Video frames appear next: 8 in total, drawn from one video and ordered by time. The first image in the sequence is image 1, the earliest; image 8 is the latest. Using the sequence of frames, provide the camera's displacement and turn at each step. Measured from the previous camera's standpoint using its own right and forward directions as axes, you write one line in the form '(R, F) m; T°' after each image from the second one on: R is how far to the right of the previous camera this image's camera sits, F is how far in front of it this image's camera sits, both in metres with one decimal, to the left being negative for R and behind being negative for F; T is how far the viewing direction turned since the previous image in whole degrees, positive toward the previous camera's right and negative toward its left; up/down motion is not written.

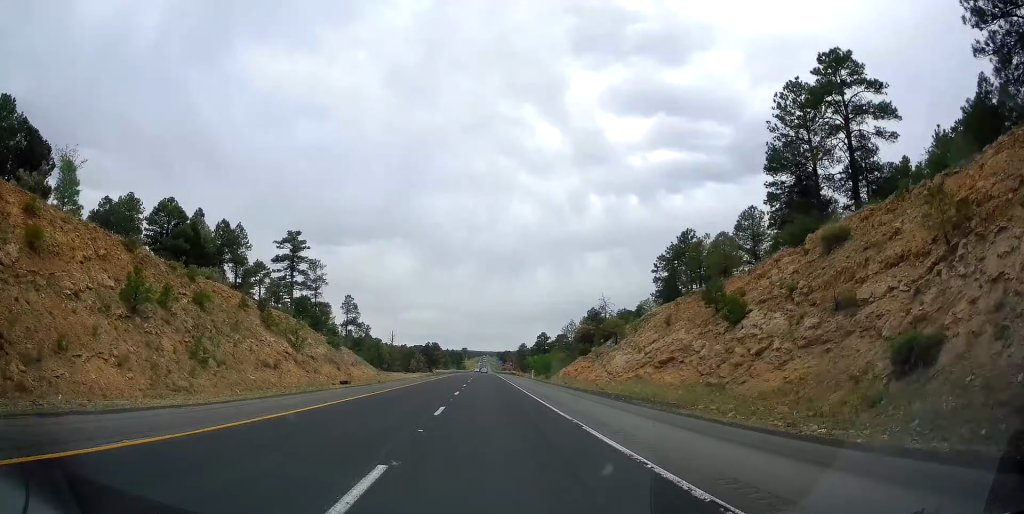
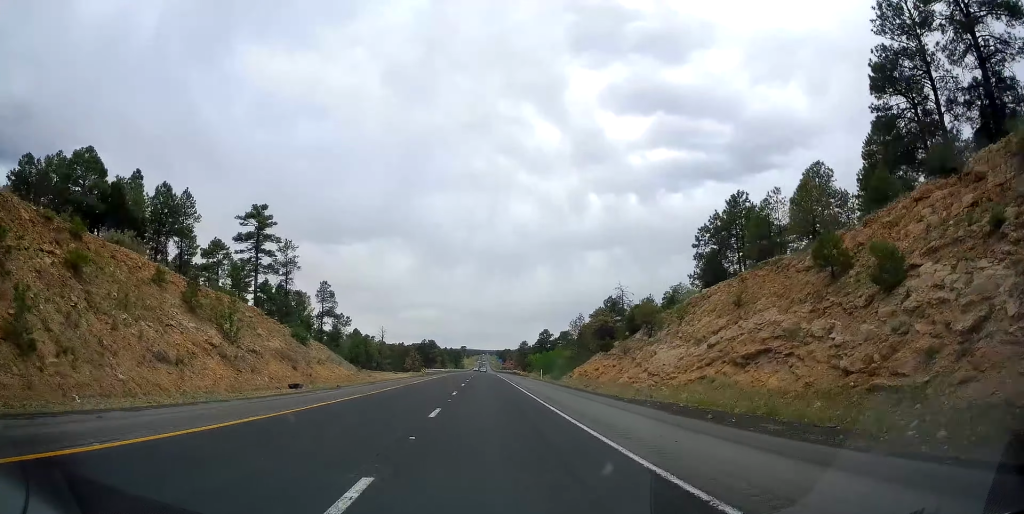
(+0.1, +13.1) m; 0°
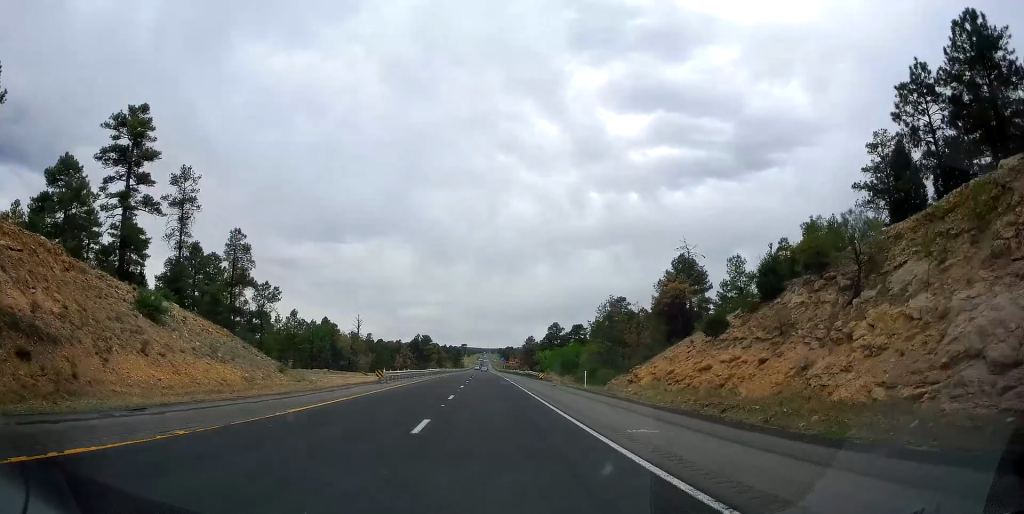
(-0.2, +28.1) m; -1°
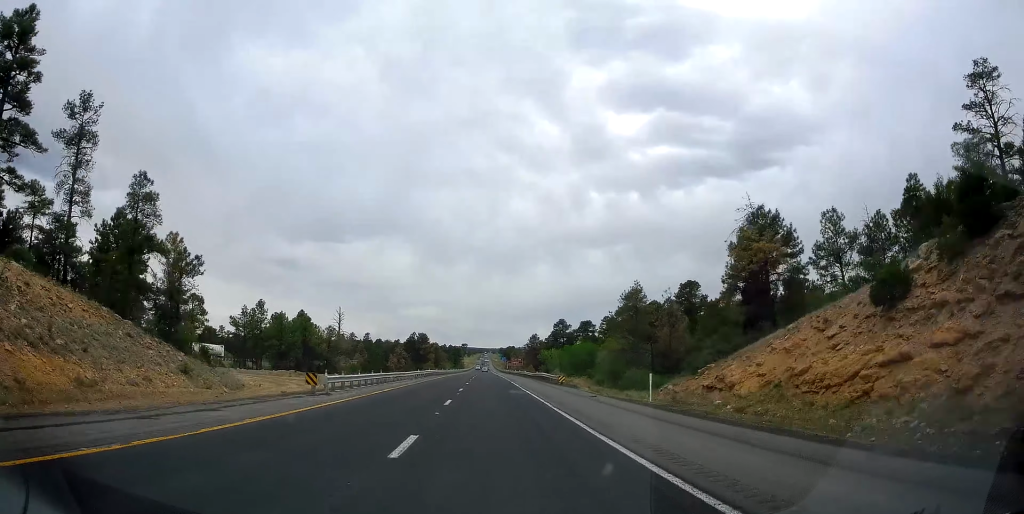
(0.0, +15.1) m; 0°
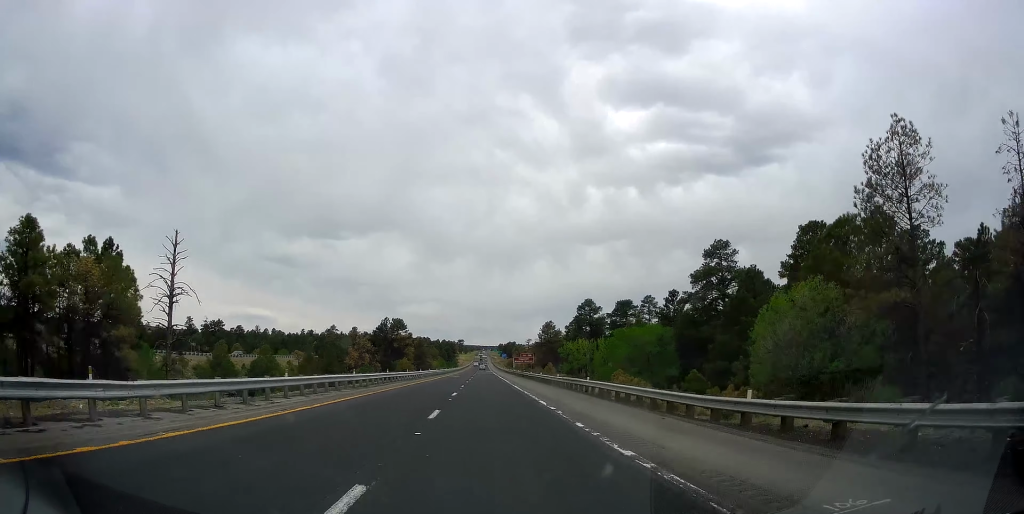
(+0.1, +53.5) m; +1°
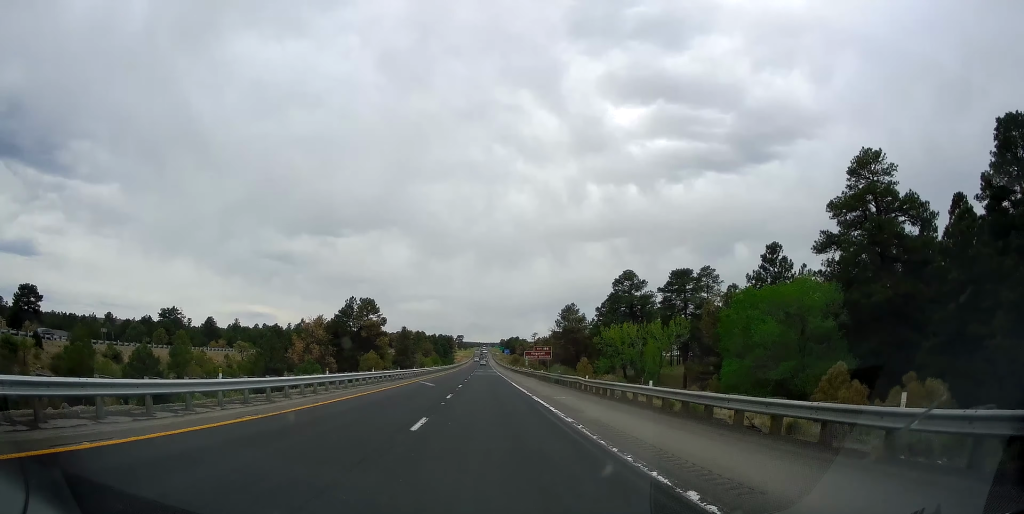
(+0.3, +39.2) m; 0°
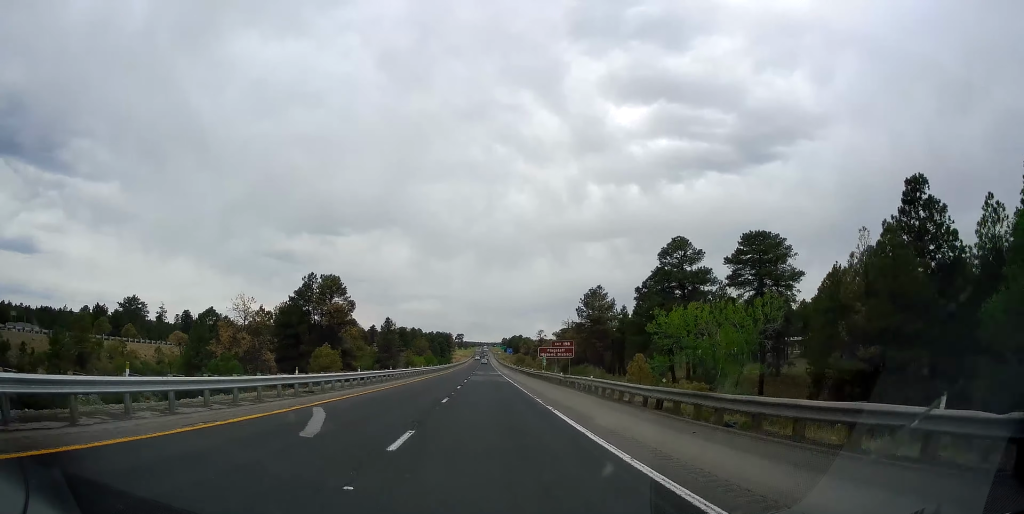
(-0.2, +27.1) m; 0°
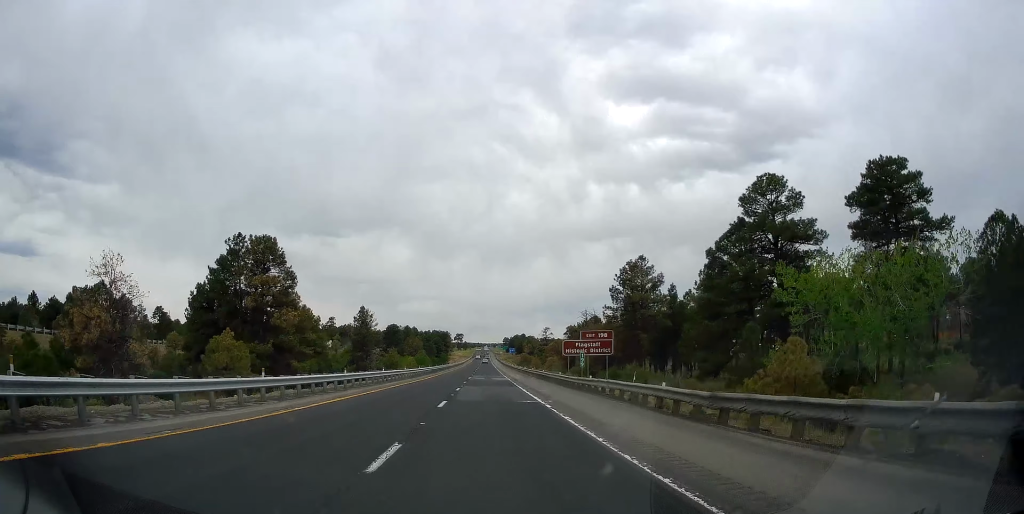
(+0.3, +26.1) m; 0°
